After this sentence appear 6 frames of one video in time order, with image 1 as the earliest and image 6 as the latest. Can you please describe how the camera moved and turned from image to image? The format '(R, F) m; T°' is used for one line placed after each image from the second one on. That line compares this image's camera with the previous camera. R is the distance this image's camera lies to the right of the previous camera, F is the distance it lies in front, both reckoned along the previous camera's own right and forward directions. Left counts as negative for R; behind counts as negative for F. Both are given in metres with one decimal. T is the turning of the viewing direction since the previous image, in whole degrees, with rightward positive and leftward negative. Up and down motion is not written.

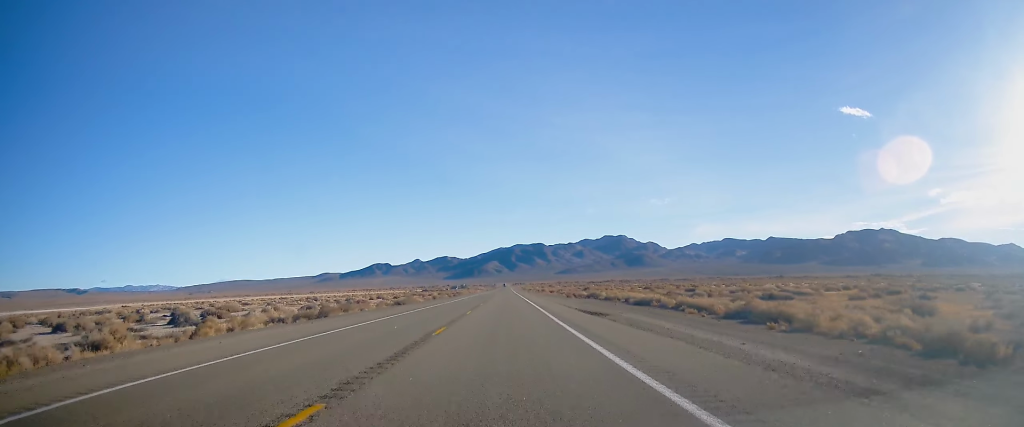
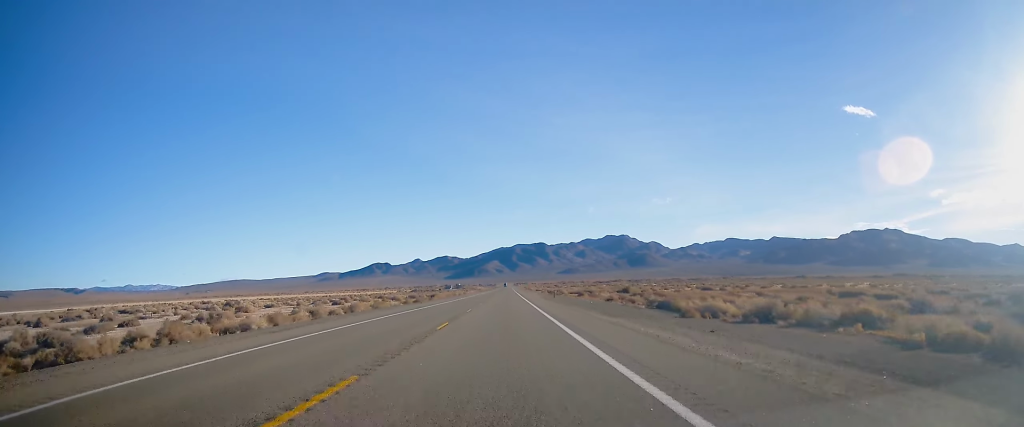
(0.0, +71.3) m; 0°
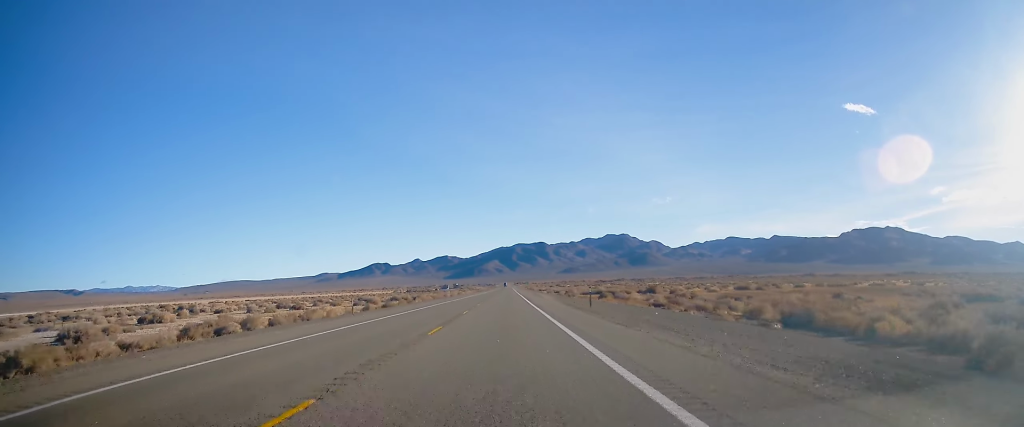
(+0.2, +26.2) m; 0°
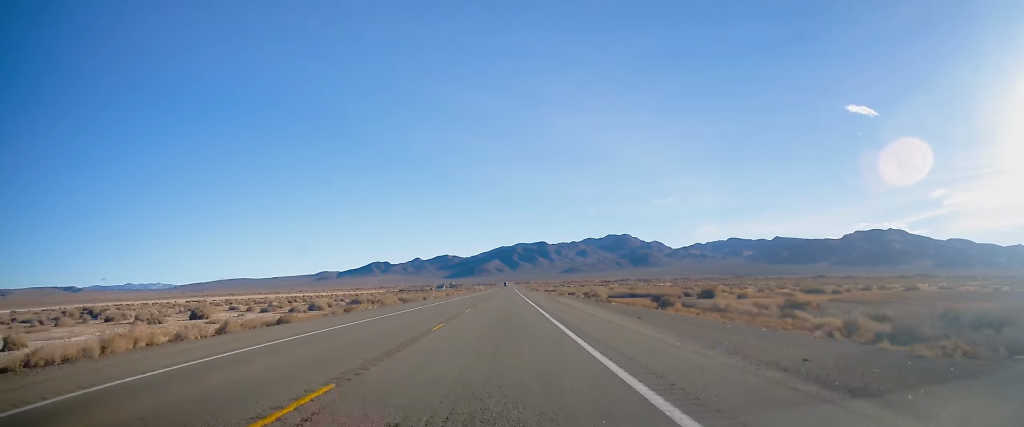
(-0.1, +35.8) m; 0°
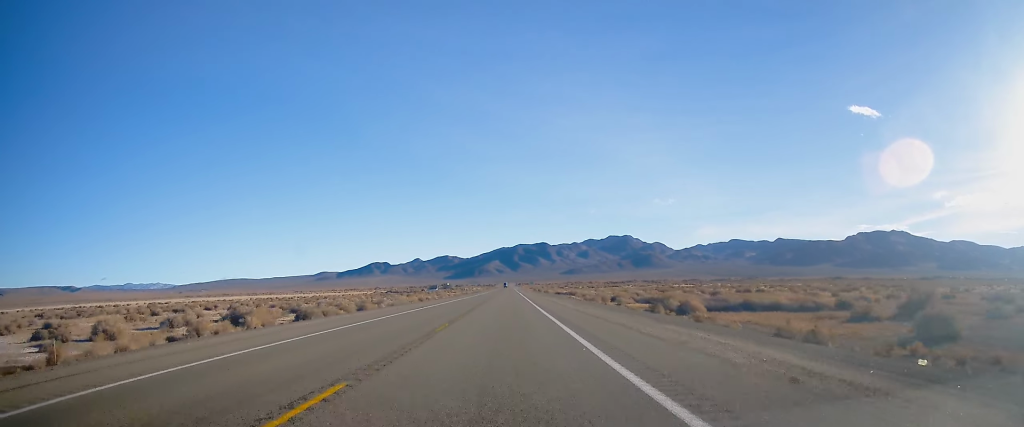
(0.0, +49.1) m; 0°
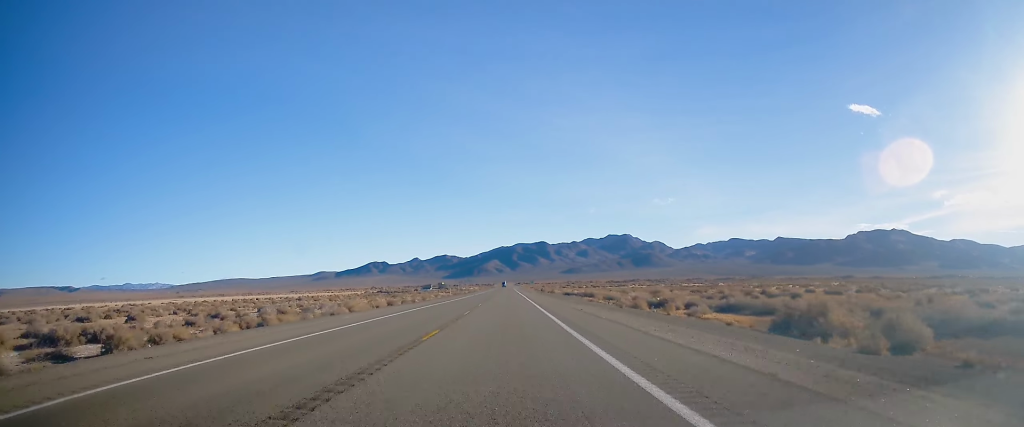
(+0.3, +27.1) m; 0°
